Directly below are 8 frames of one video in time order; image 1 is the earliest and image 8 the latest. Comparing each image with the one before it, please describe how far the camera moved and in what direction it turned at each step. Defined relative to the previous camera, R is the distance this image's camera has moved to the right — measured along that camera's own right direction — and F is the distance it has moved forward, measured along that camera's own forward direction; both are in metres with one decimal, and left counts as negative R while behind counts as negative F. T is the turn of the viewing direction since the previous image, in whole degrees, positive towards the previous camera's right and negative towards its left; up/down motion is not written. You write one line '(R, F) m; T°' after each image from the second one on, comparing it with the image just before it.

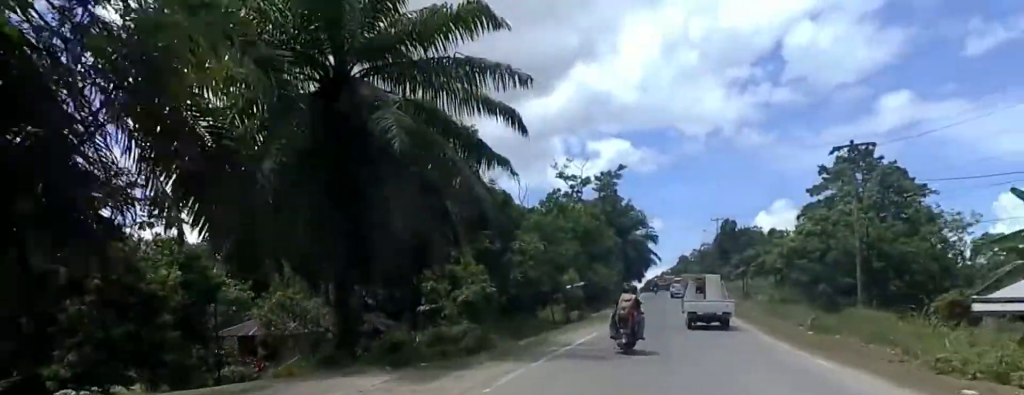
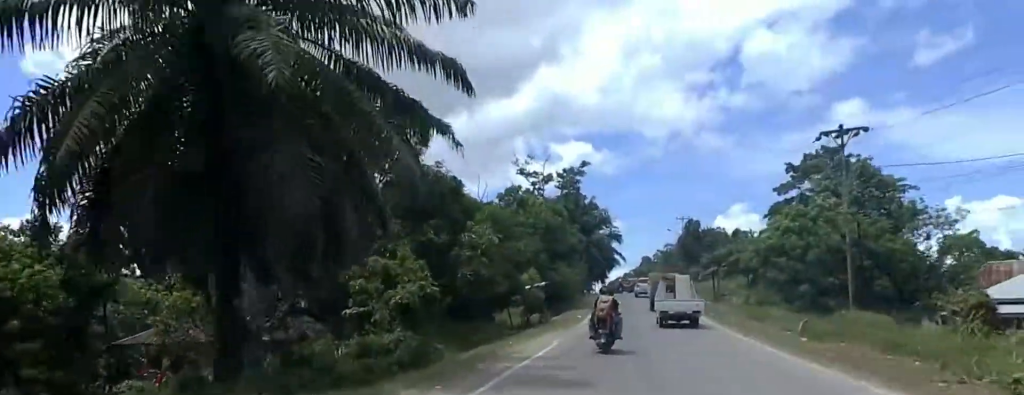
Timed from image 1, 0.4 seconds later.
(+0.4, +3.3) m; +4°
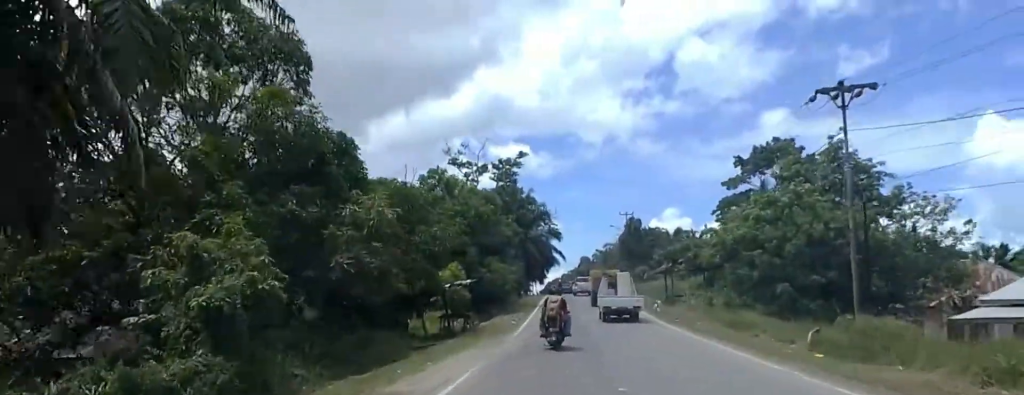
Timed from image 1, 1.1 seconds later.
(+0.2, +6.4) m; +1°
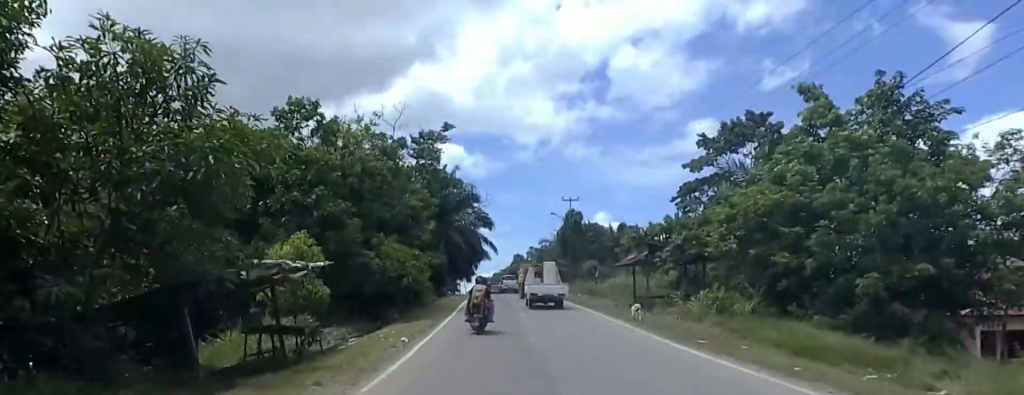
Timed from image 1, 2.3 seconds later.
(-0.1, +11.8) m; -2°
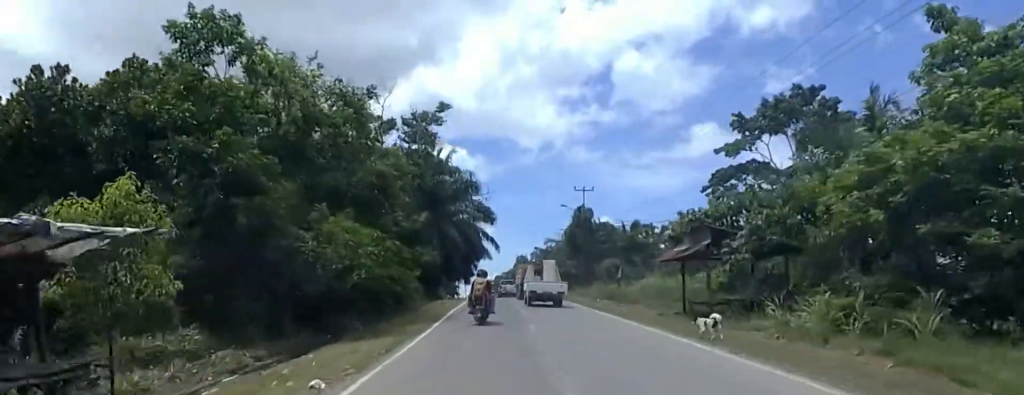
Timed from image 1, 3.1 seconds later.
(-0.2, +7.4) m; 0°
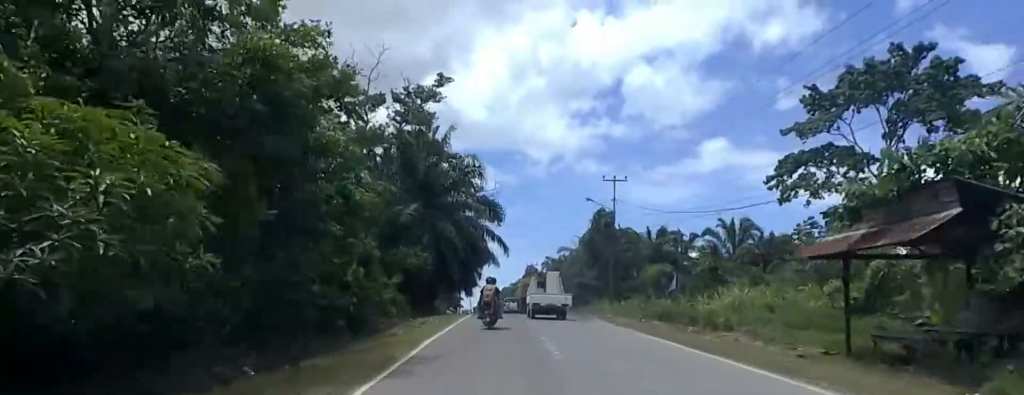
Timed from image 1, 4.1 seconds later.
(+0.1, +9.7) m; +4°
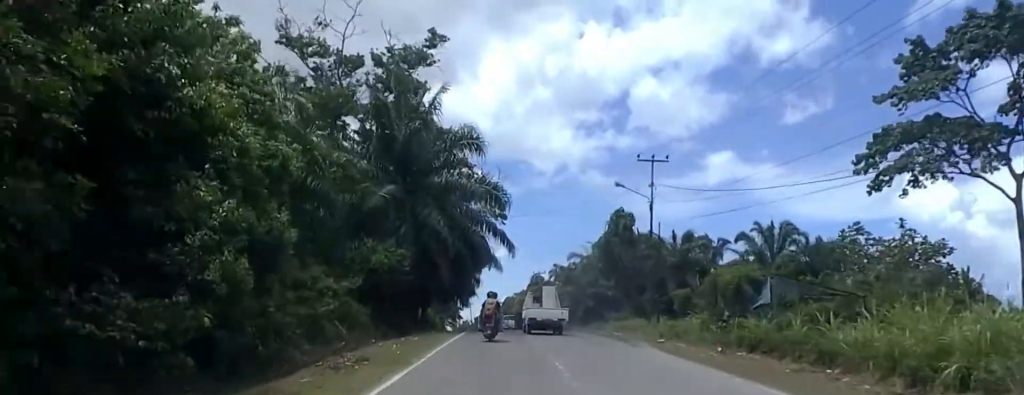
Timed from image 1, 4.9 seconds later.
(+0.4, +9.0) m; +3°
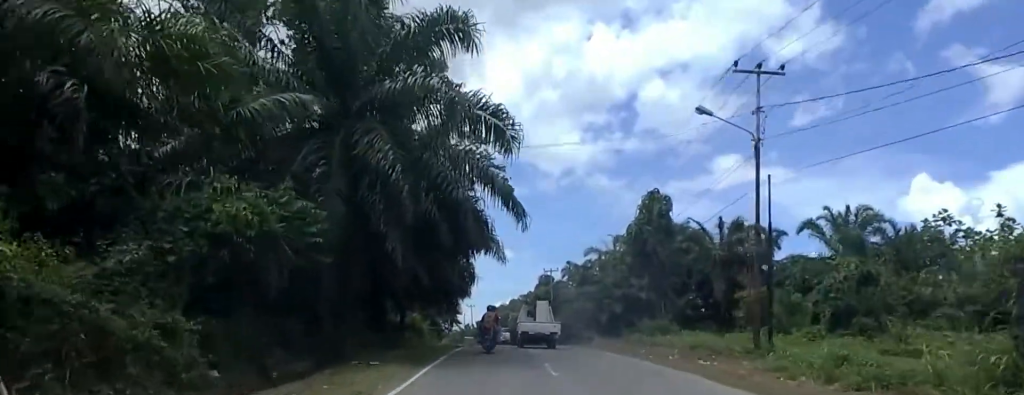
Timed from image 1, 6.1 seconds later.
(0.0, +12.7) m; -2°
